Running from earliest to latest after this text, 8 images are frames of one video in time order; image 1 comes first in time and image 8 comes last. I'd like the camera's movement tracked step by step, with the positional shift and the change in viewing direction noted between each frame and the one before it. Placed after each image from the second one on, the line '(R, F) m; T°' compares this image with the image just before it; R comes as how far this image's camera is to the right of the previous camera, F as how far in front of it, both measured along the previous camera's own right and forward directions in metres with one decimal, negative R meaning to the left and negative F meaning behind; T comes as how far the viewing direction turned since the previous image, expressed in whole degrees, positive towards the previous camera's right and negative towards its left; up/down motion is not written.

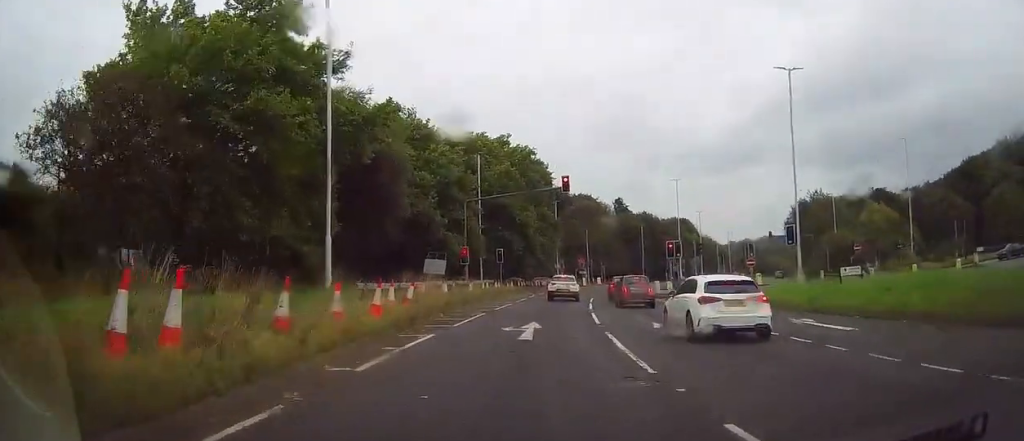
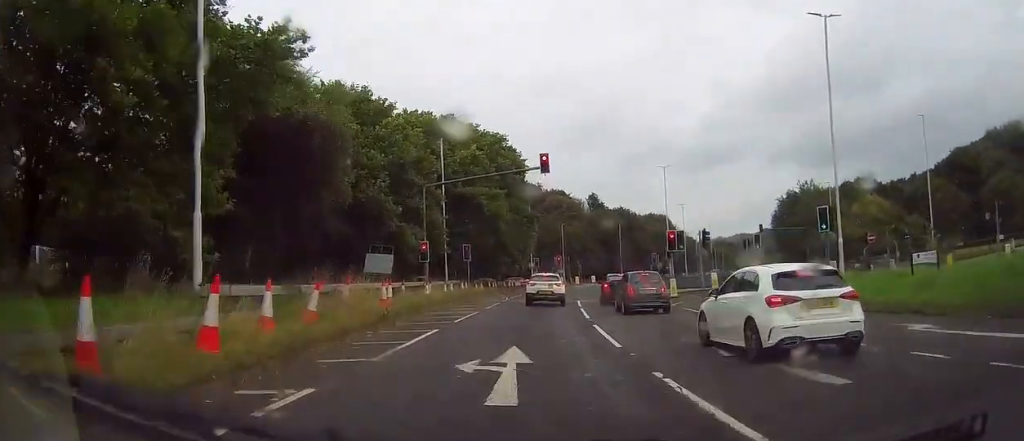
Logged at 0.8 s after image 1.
(+0.1, +8.6) m; +3°
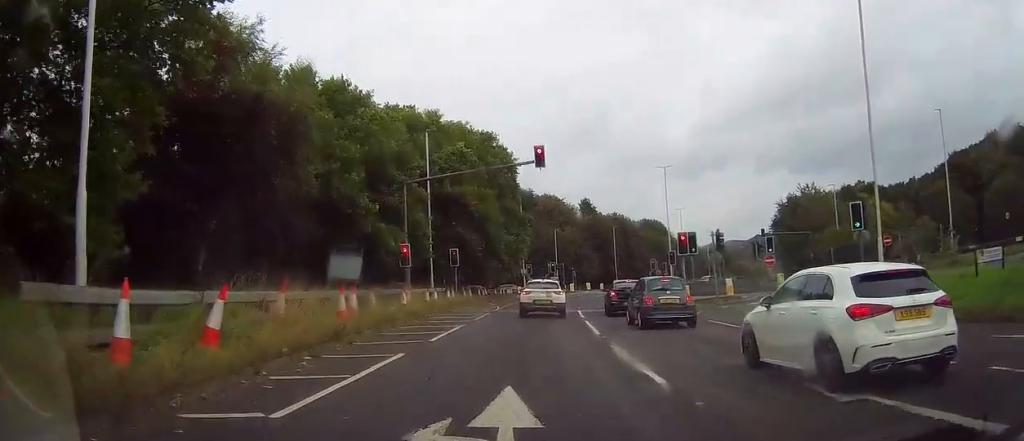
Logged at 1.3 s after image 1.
(+0.3, +4.8) m; +2°
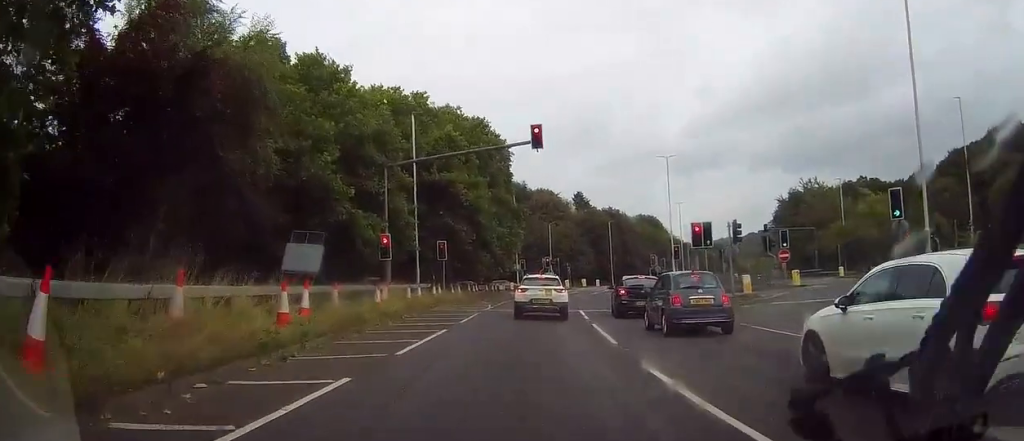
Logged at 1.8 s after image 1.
(0.0, +4.2) m; +1°
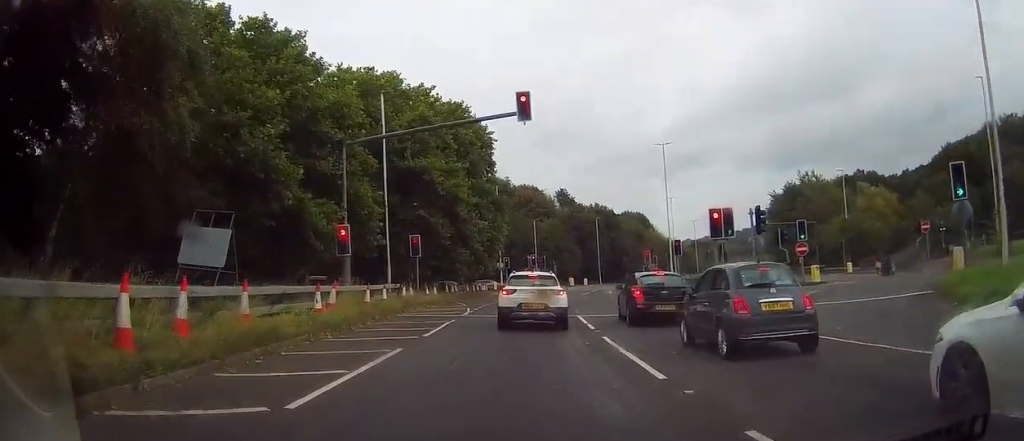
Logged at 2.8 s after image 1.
(-0.1, +6.1) m; 0°
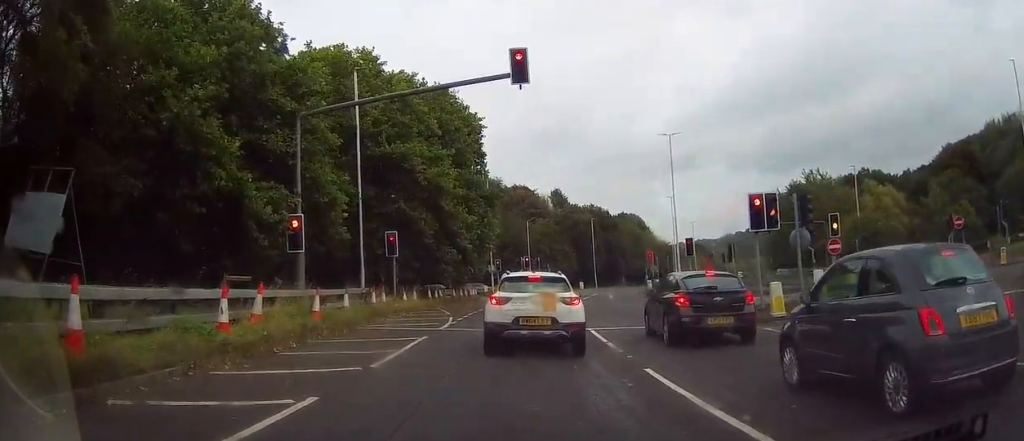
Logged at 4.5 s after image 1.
(0.0, +7.1) m; +2°
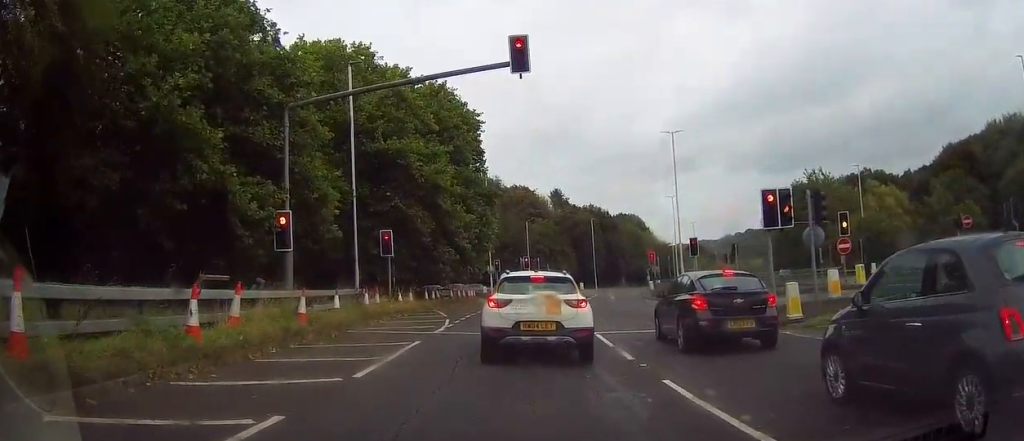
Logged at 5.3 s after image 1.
(+0.2, +1.4) m; 0°
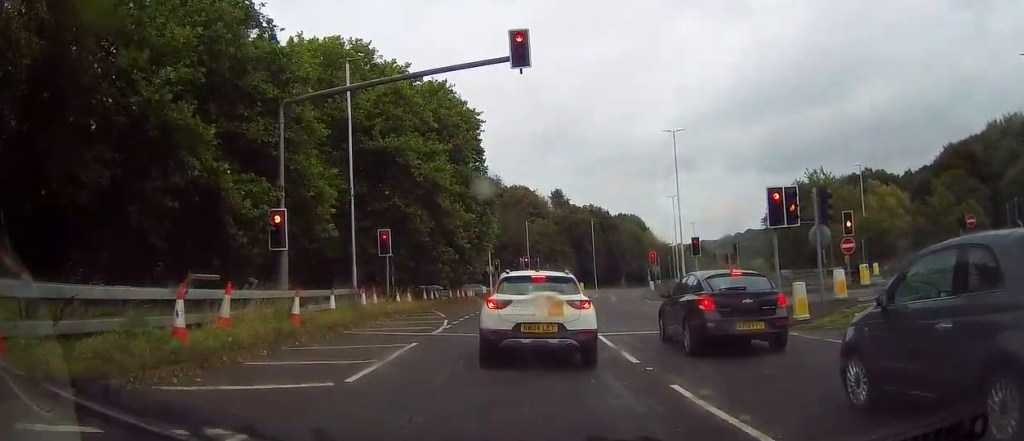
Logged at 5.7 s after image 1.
(+0.1, +0.6) m; 0°
